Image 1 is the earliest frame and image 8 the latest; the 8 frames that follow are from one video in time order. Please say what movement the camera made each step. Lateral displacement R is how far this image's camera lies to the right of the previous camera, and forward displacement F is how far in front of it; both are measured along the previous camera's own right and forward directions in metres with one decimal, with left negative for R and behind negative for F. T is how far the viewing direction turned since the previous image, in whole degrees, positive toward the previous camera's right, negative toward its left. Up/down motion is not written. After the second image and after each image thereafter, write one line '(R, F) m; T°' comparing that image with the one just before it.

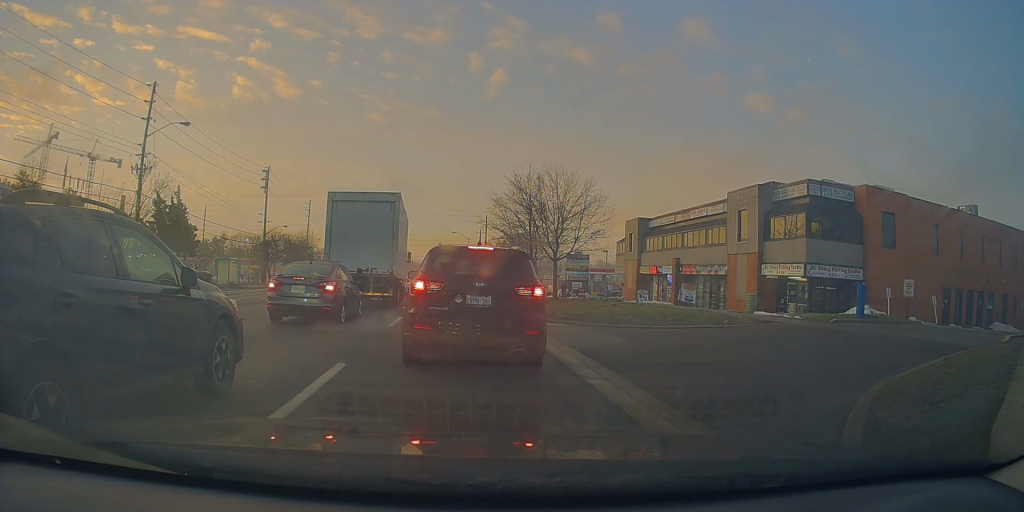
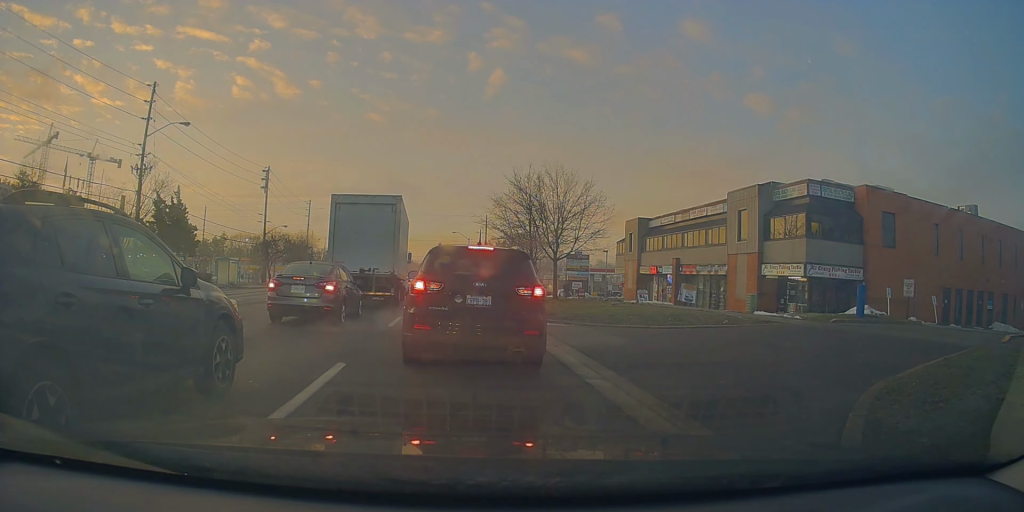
(0.0, 0.0) m; 0°
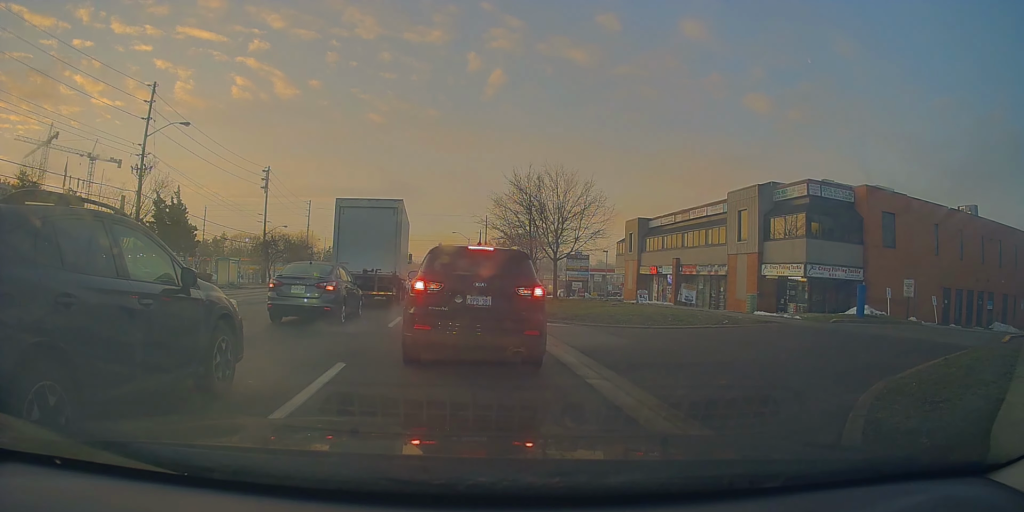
(0.0, 0.0) m; 0°
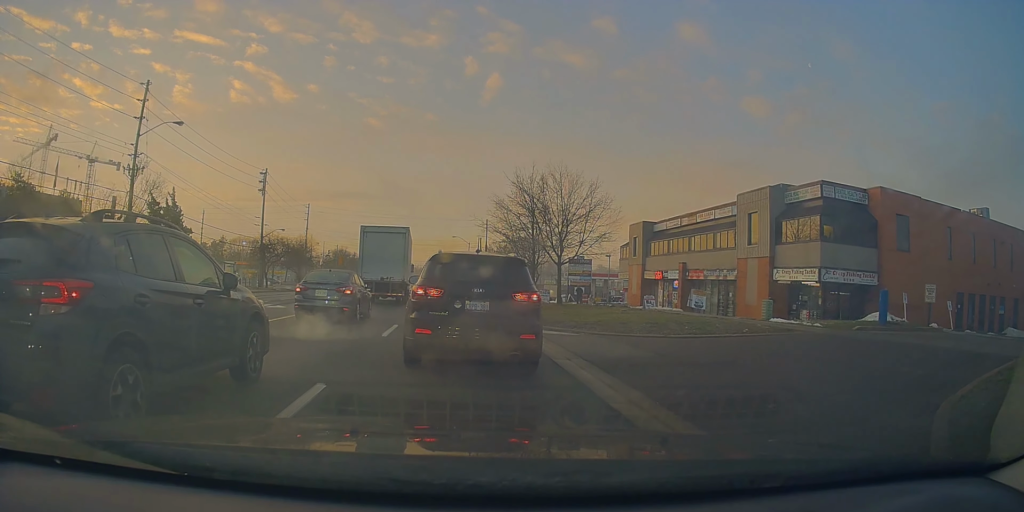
(-0.3, +0.5) m; 0°
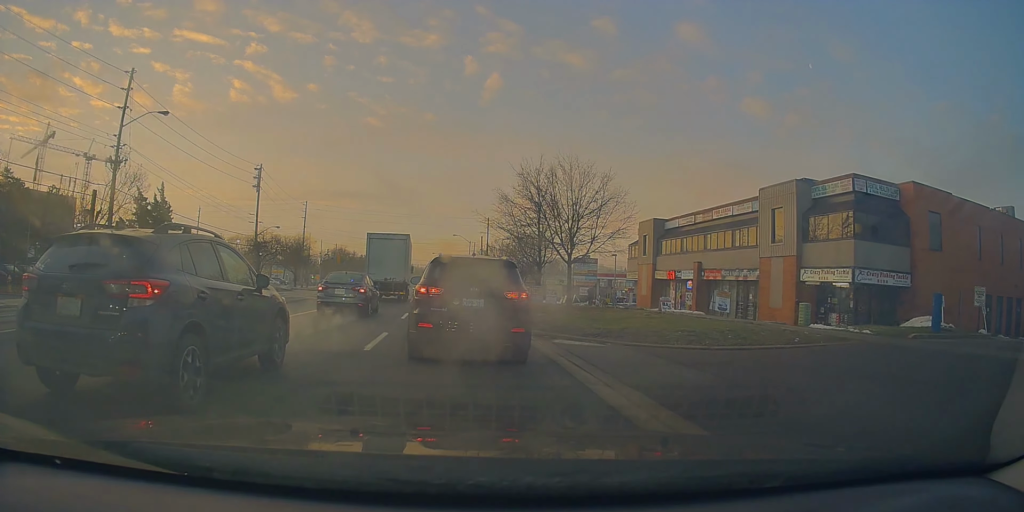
(+0.3, +1.8) m; +2°
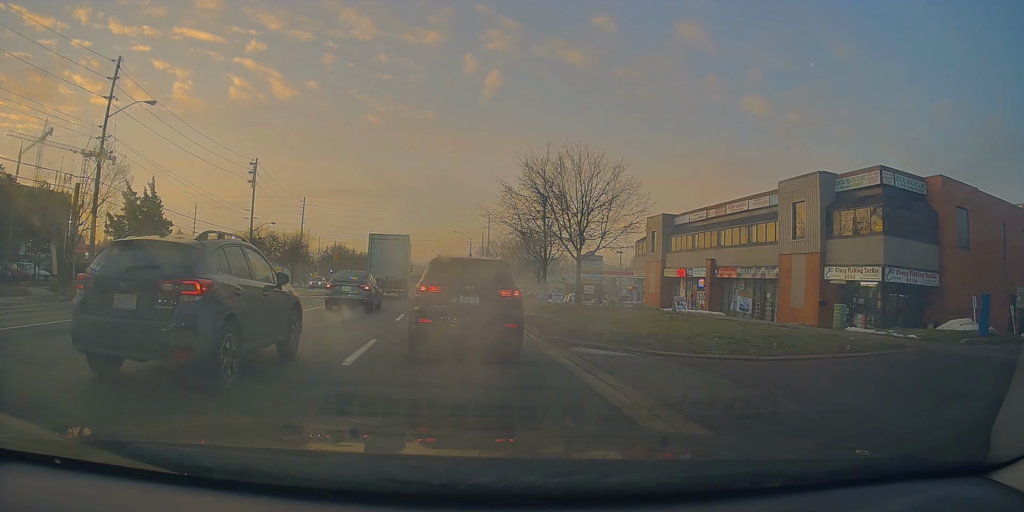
(-0.1, +1.7) m; -5°
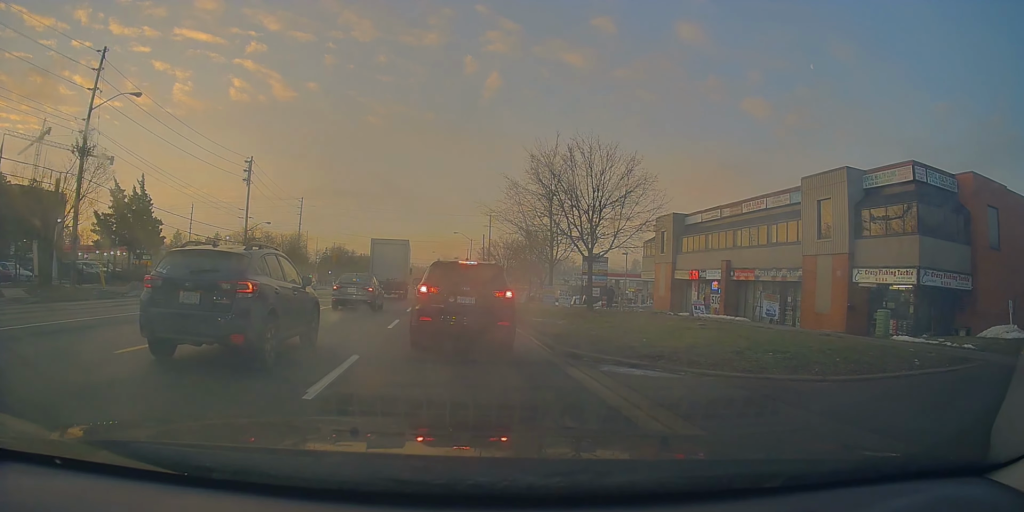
(-0.1, +1.9) m; -3°
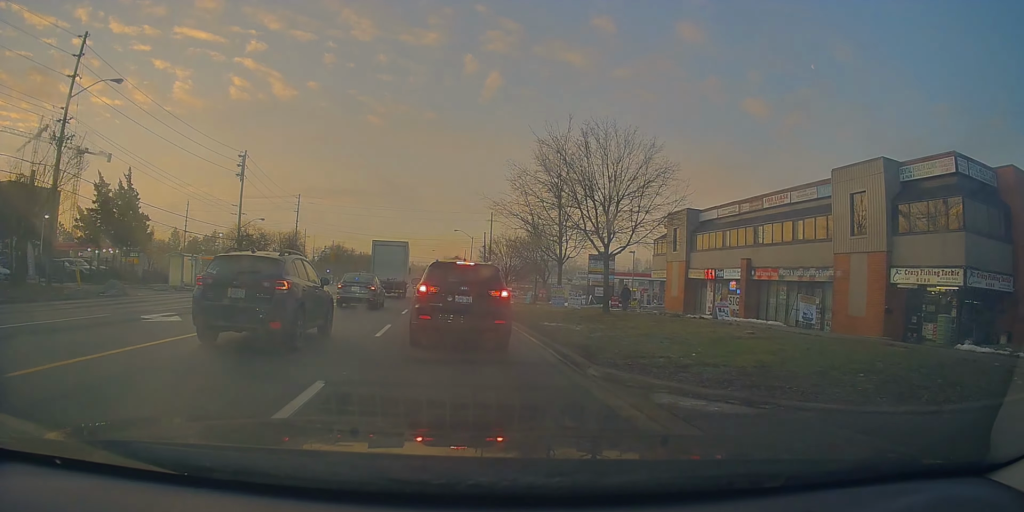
(-0.1, +2.1) m; -2°
